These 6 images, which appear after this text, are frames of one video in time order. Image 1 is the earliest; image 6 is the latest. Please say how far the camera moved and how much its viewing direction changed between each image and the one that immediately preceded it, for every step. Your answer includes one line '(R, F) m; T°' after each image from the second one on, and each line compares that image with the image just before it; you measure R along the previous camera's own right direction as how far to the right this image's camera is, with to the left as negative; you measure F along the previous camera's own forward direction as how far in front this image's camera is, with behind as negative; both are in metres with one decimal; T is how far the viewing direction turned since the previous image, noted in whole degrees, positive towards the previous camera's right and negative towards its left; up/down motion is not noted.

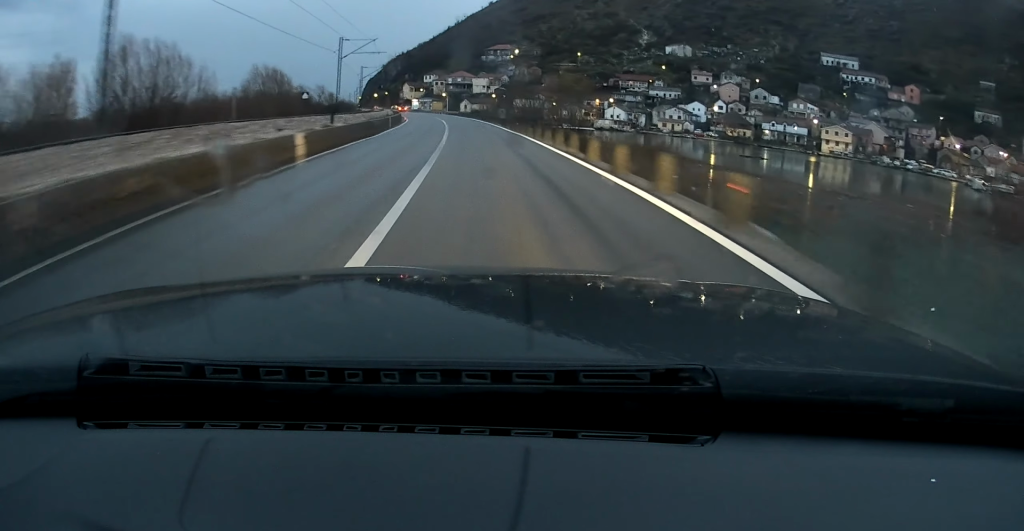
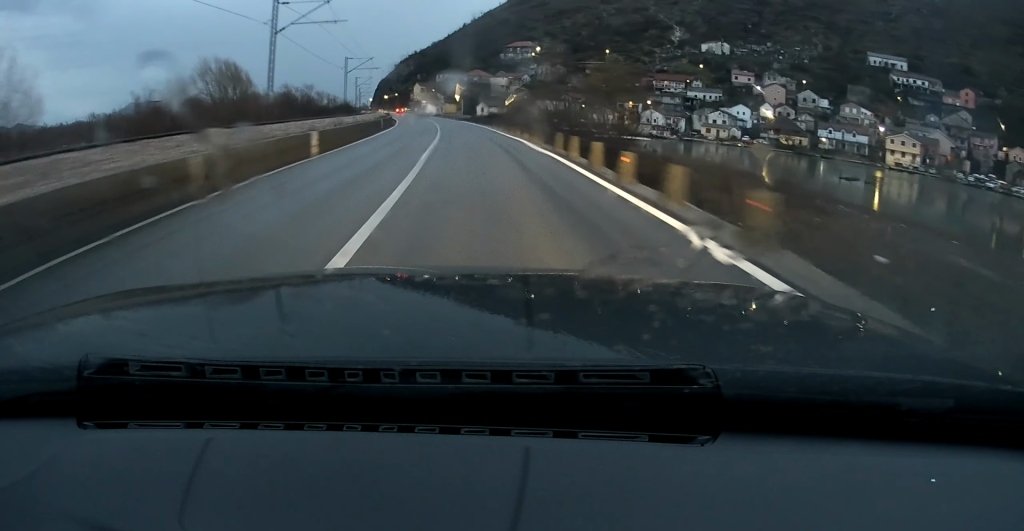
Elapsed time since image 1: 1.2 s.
(0.0, +24.9) m; -1°
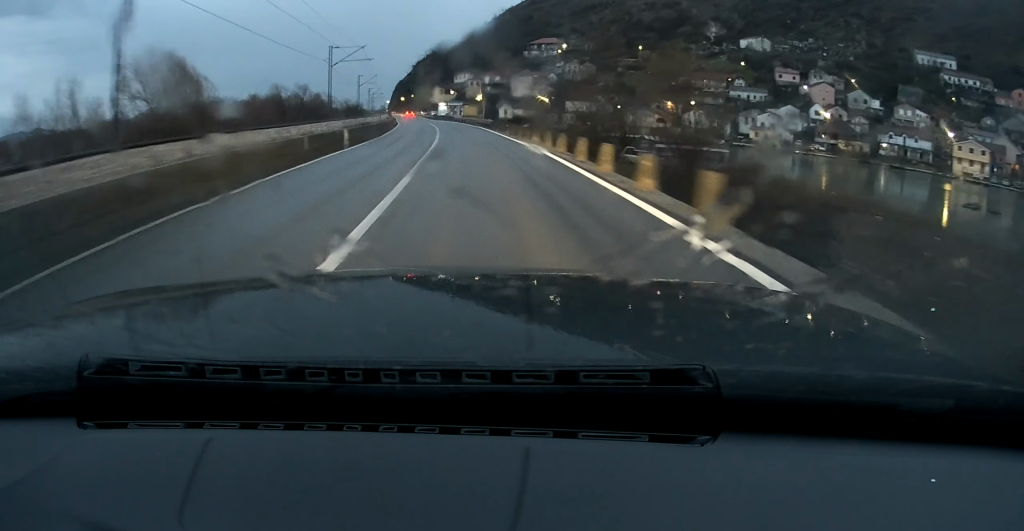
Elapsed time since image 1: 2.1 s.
(-0.4, +19.2) m; -2°
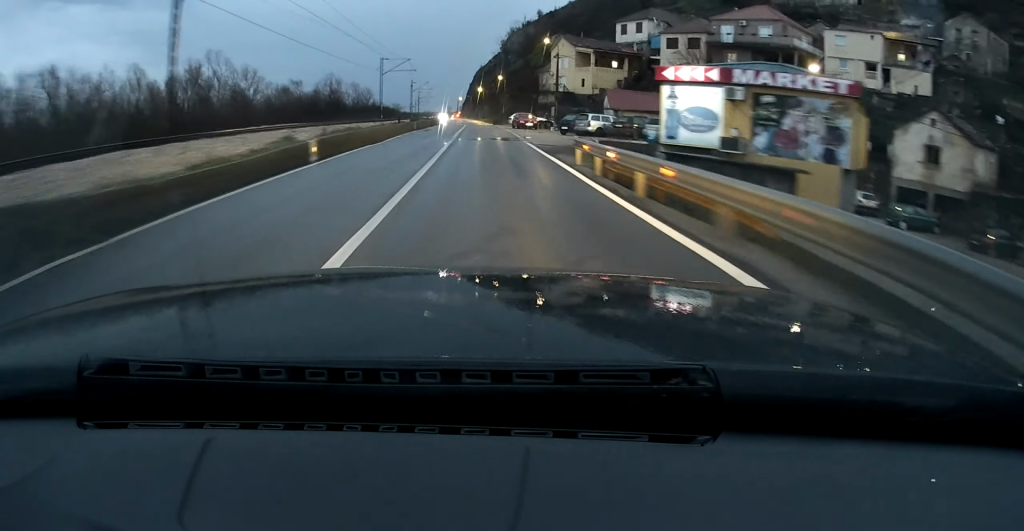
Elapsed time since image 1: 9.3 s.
(-14.8, +151.5) m; -7°
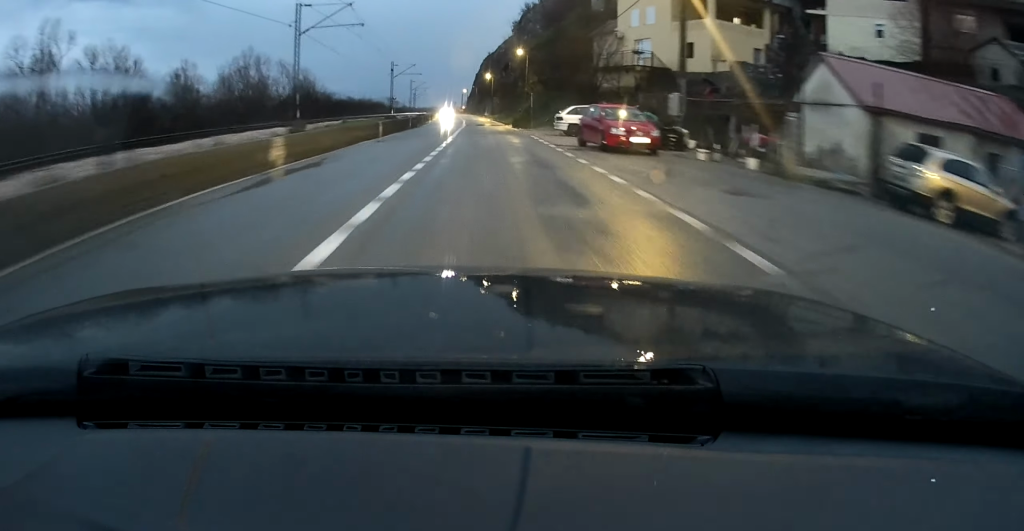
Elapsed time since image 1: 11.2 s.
(0.0, +38.1) m; 0°
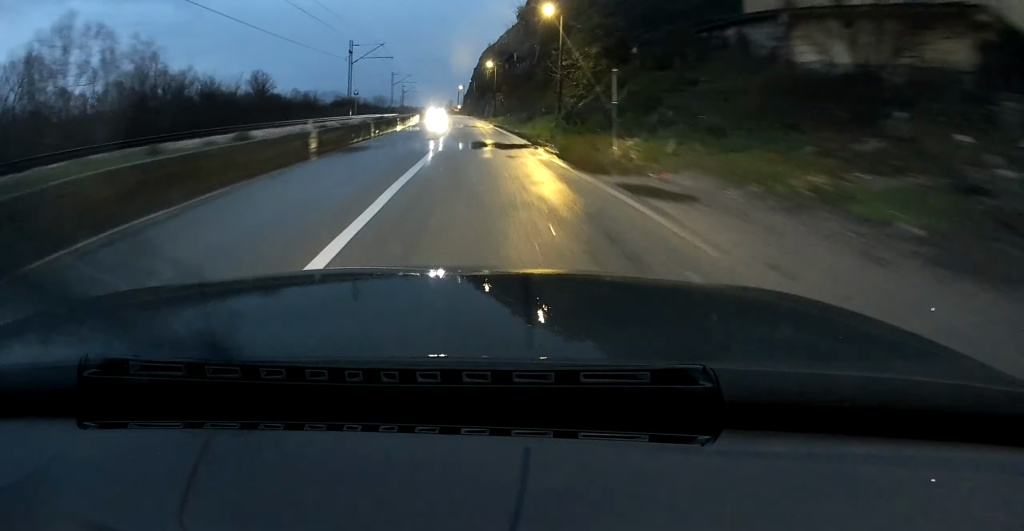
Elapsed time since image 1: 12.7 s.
(+0.1, +29.5) m; -1°
